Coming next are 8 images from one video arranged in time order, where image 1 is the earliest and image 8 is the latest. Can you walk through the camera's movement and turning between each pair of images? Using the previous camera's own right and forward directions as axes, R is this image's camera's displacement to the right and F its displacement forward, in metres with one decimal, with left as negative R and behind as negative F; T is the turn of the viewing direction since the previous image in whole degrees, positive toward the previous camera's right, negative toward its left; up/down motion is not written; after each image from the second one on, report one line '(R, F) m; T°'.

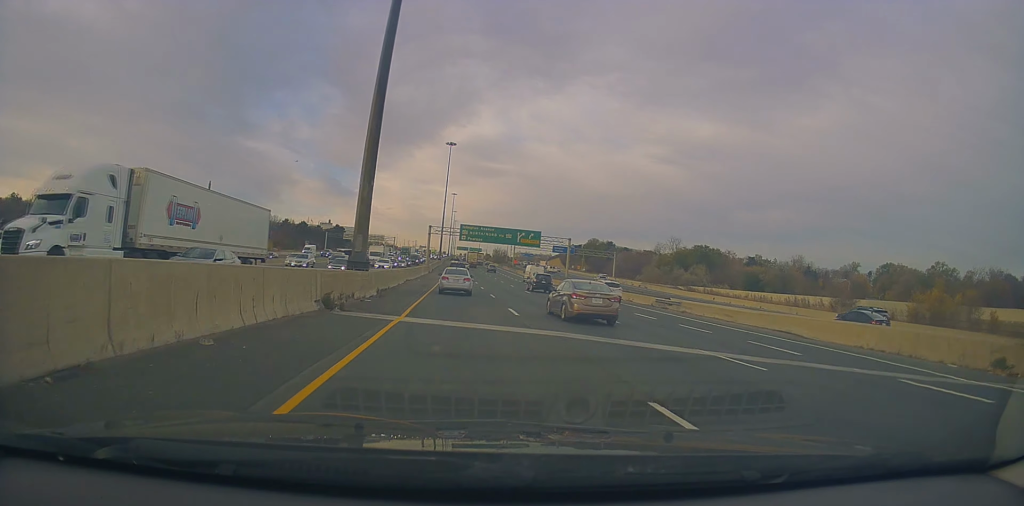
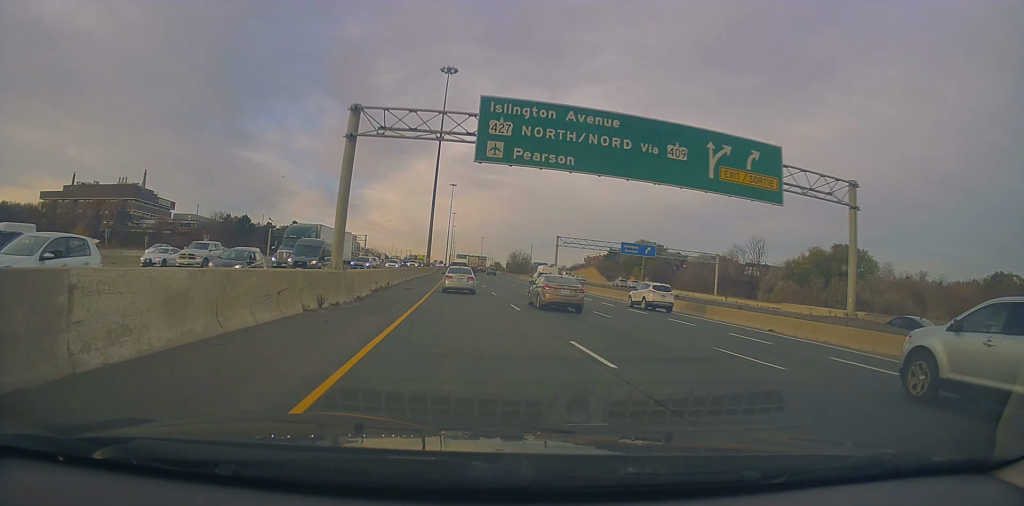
(-0.4, +71.0) m; 0°
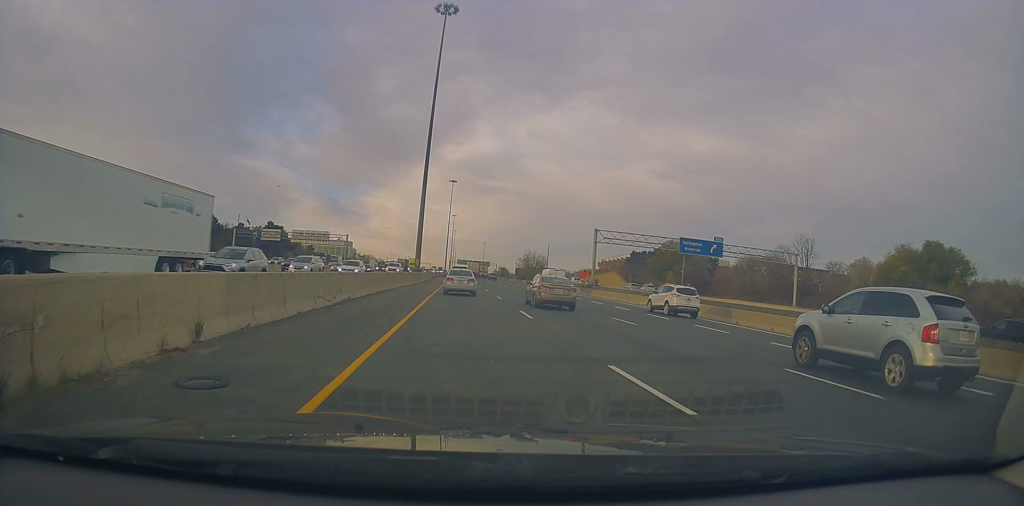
(-0.1, +28.2) m; 0°
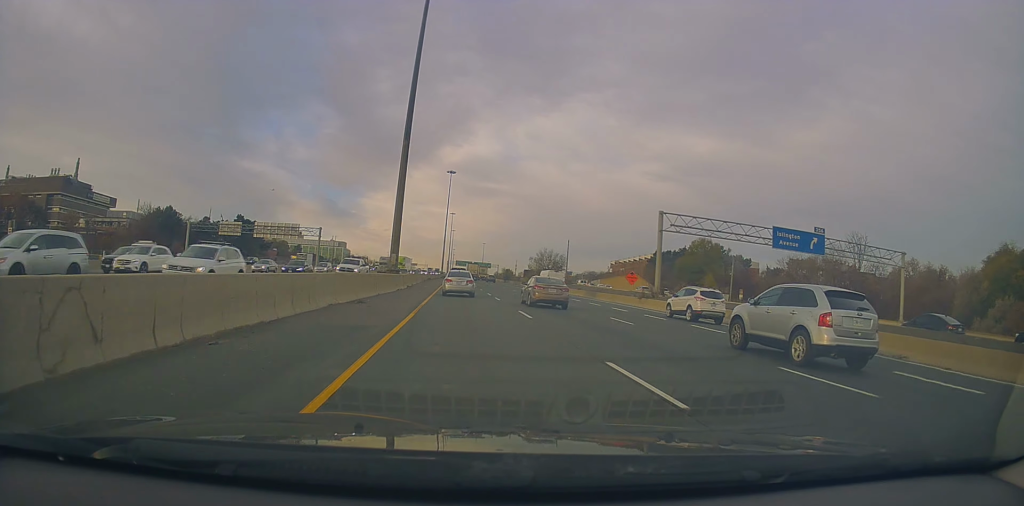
(0.0, +24.0) m; 0°
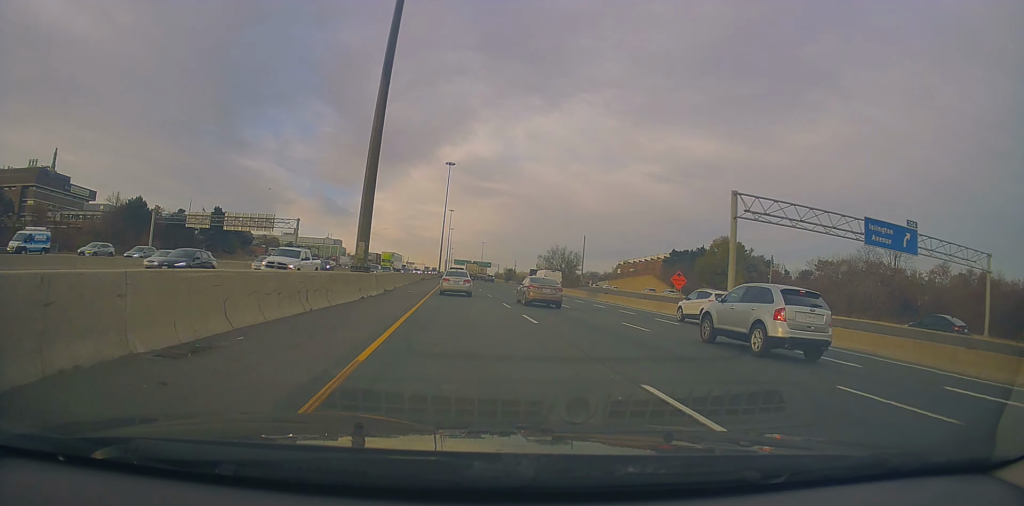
(-0.1, +13.4) m; 0°
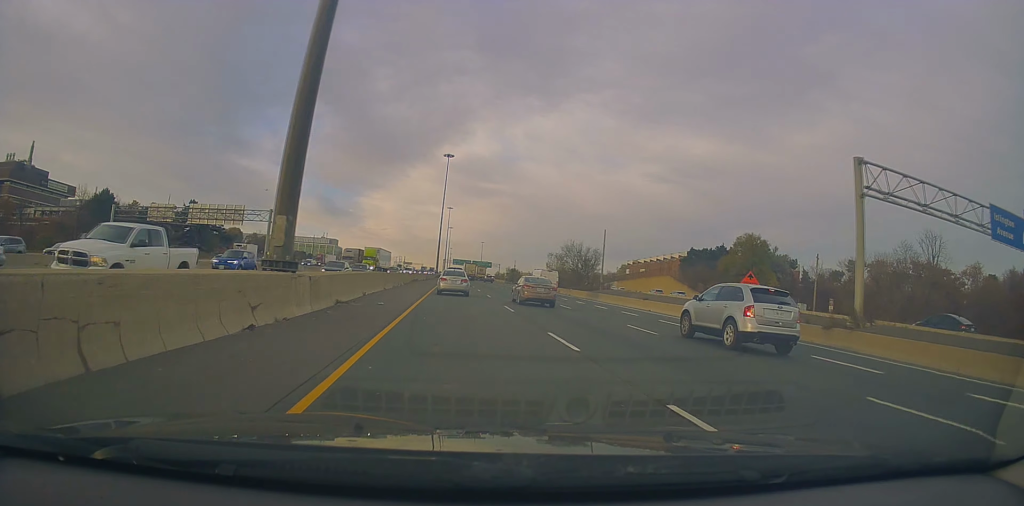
(+0.2, +13.6) m; 0°
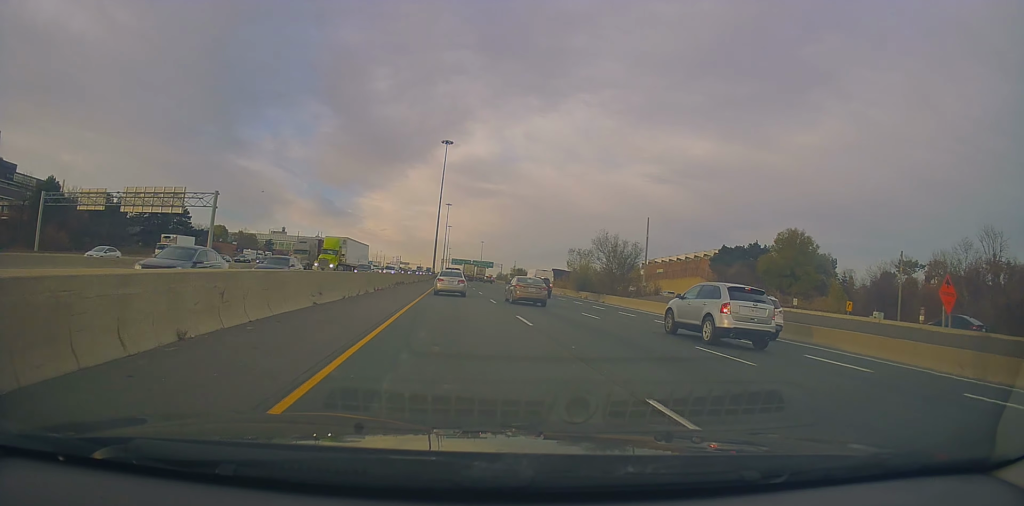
(+0.1, +17.7) m; 0°
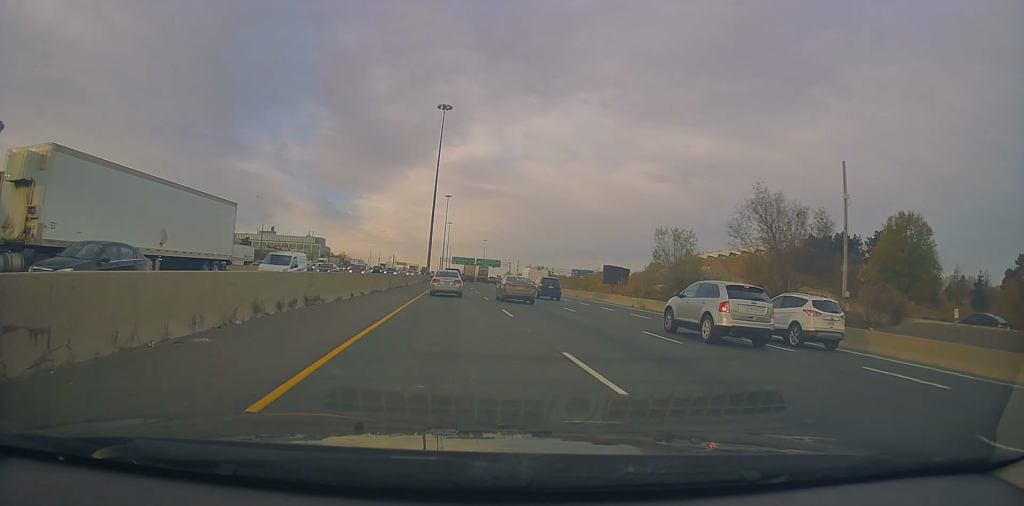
(0.0, +32.8) m; 0°
